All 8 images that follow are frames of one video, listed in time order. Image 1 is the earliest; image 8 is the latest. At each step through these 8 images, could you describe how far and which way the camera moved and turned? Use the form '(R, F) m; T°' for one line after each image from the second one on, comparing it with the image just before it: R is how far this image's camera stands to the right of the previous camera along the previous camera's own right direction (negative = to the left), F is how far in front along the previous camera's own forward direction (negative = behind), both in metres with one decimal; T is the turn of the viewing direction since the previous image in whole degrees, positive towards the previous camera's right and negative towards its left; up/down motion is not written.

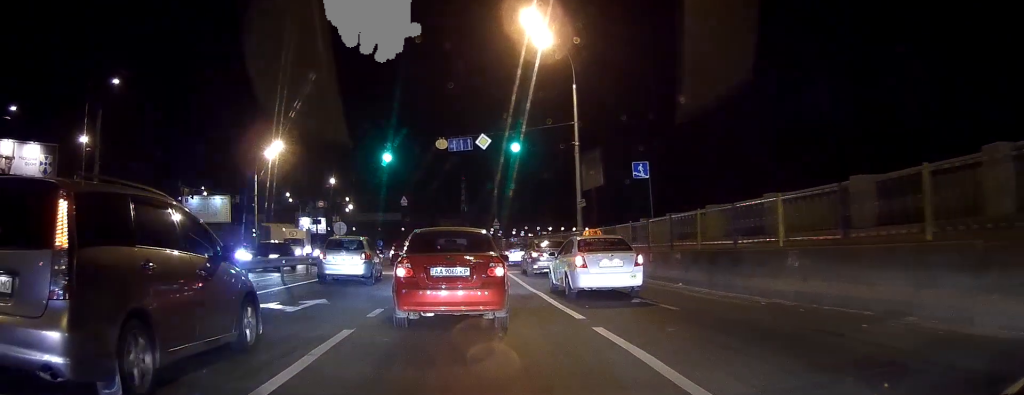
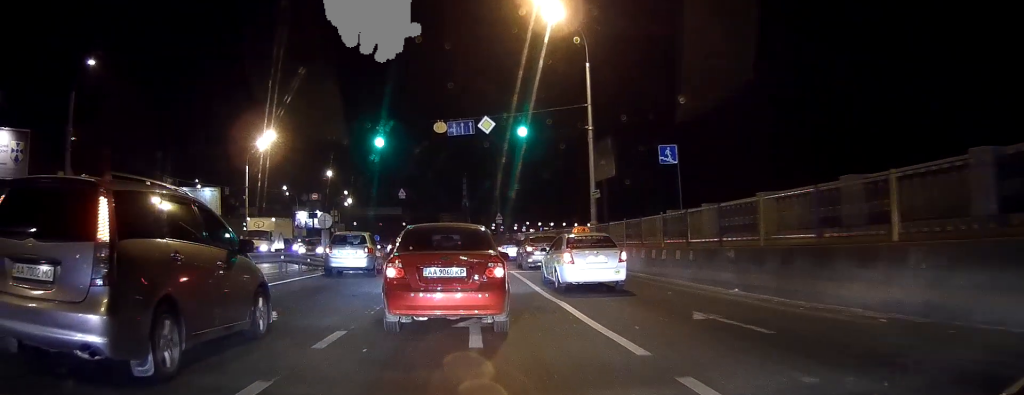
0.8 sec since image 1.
(0.0, +4.1) m; 0°
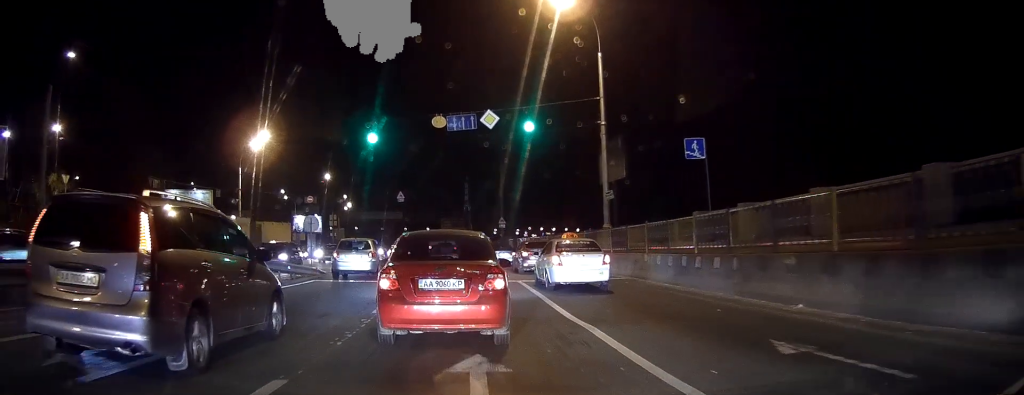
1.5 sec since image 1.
(+0.1, +3.1) m; 0°
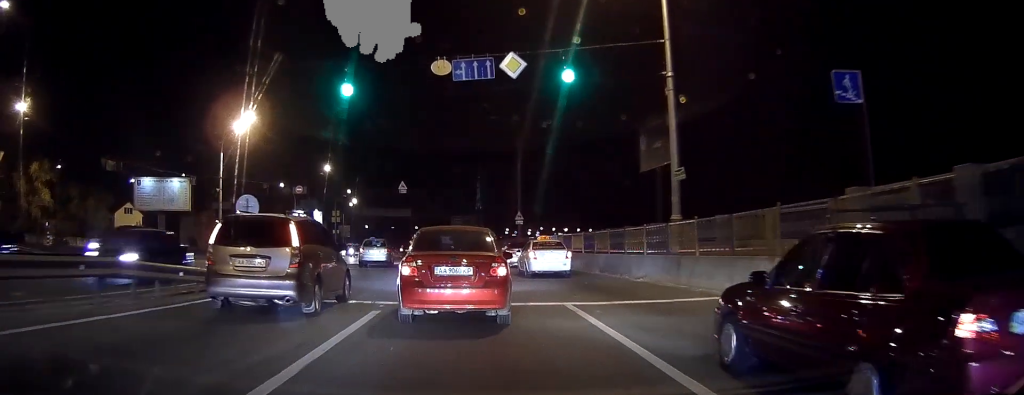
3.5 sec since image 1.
(0.0, +10.0) m; -1°
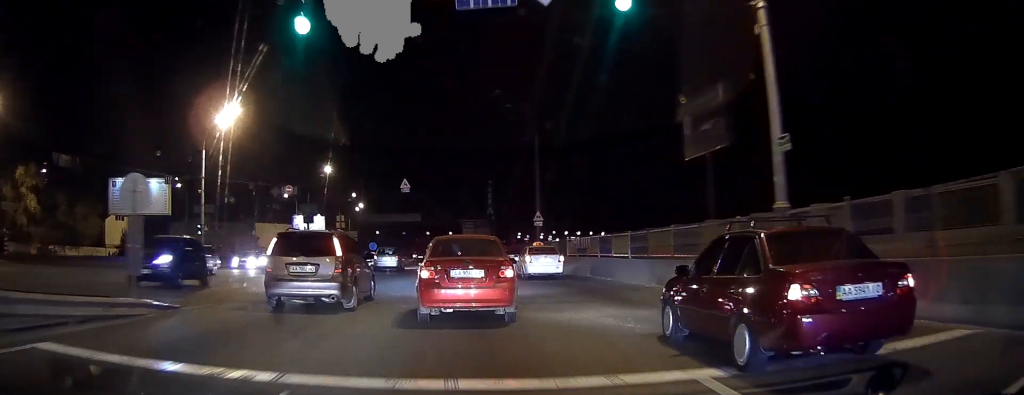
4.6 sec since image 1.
(-0.1, +8.0) m; -2°
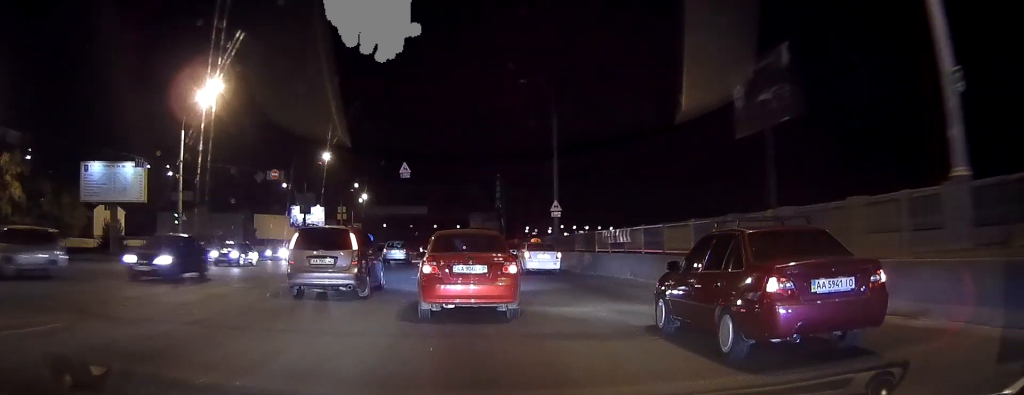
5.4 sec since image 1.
(-0.1, +6.7) m; -1°
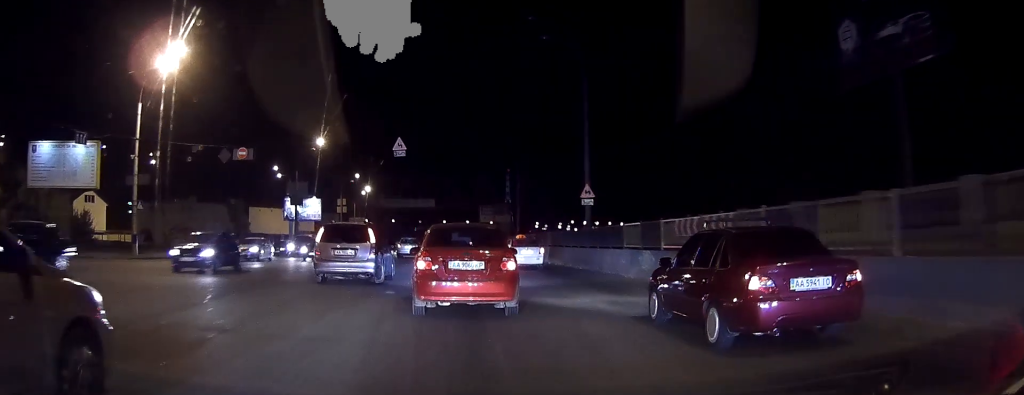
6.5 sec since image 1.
(0.0, +9.5) m; 0°
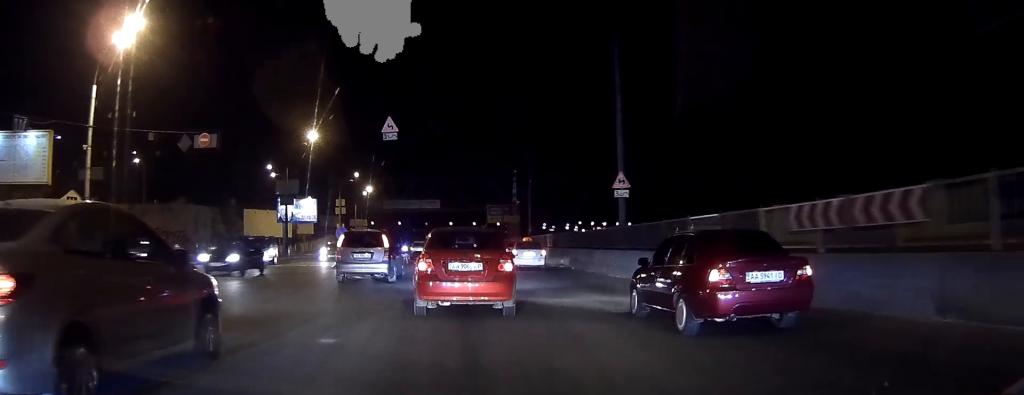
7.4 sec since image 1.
(0.0, +7.7) m; -1°
